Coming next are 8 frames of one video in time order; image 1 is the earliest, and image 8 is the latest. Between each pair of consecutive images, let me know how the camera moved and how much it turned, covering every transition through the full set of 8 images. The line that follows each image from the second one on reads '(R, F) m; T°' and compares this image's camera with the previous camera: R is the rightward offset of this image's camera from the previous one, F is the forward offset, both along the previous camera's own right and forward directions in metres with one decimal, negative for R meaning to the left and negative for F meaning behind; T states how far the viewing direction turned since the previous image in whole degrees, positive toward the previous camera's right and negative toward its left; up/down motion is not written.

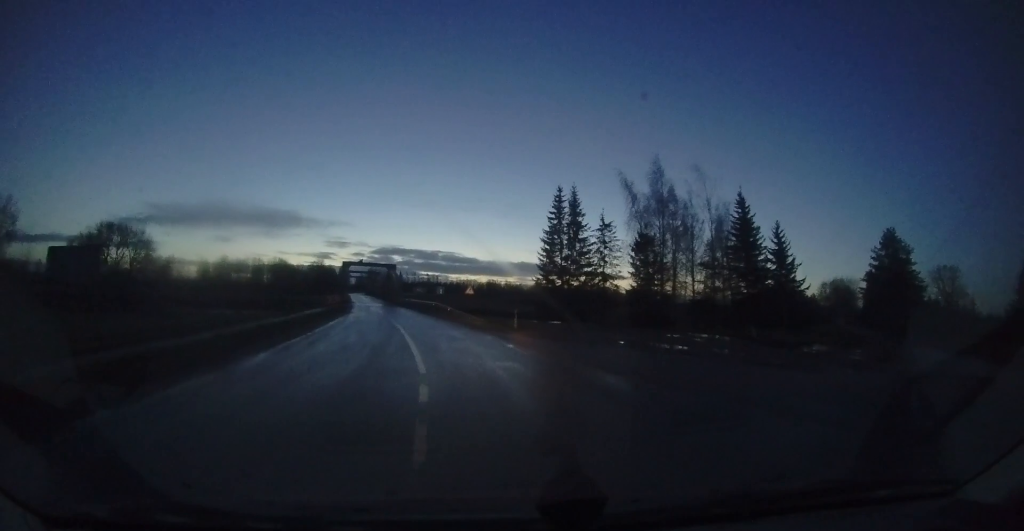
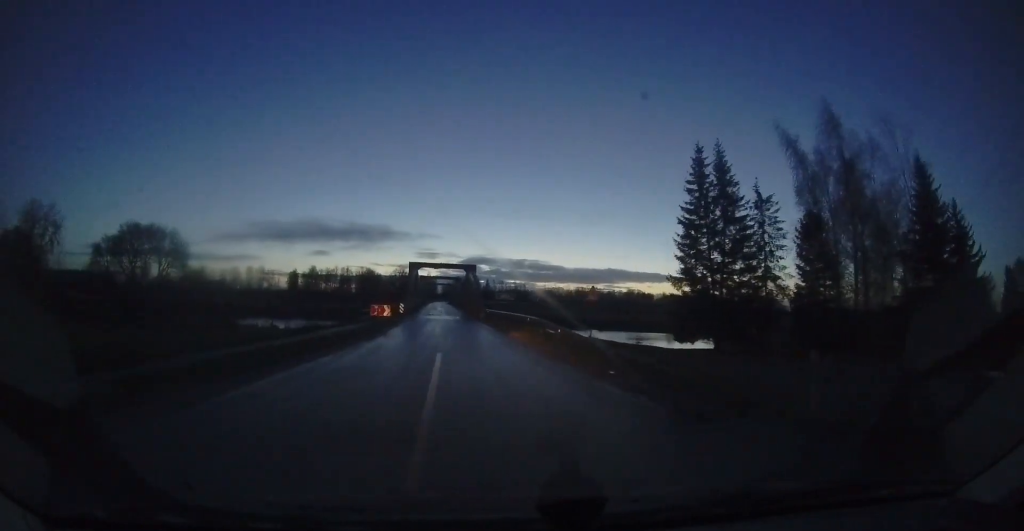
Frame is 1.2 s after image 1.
(-2.5, +11.4) m; -20°
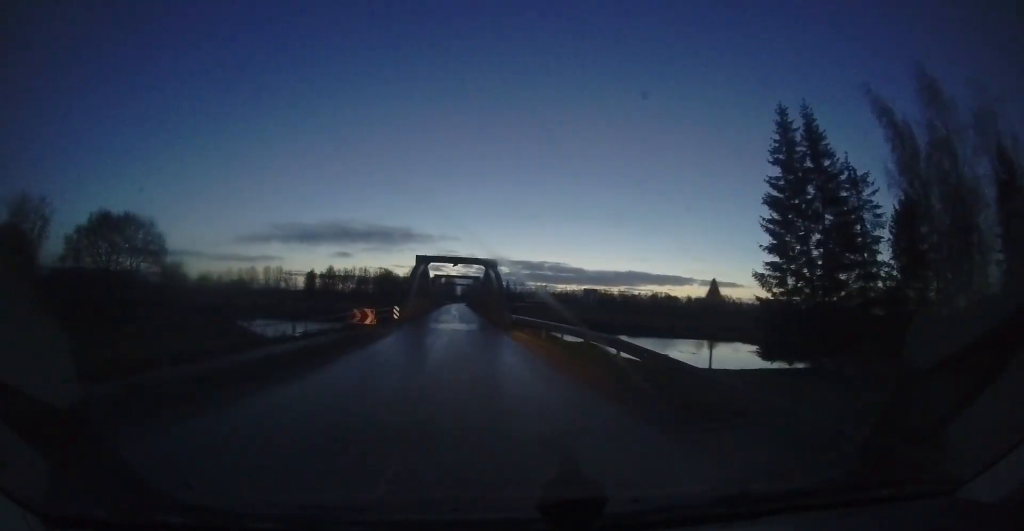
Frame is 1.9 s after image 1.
(-0.5, +7.2) m; -6°
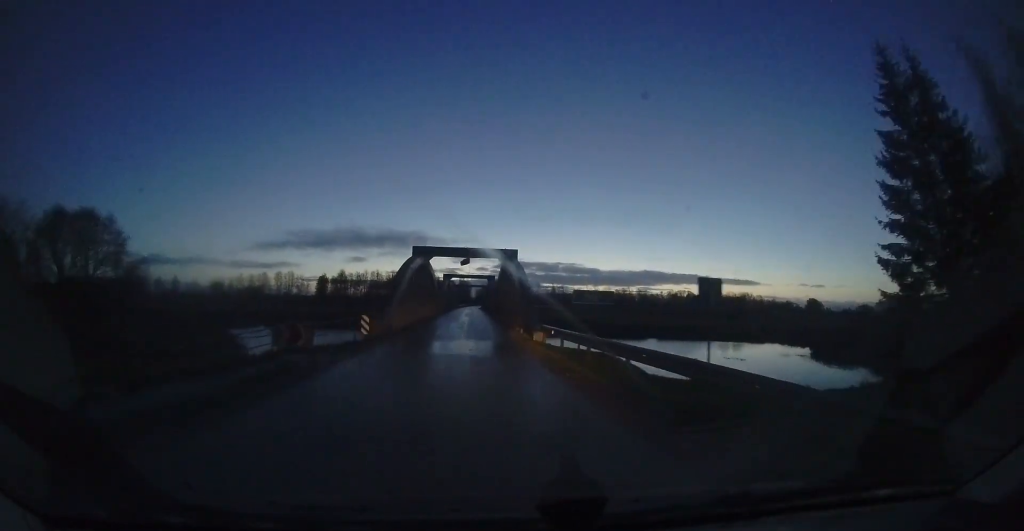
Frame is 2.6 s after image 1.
(+0.1, +7.2) m; -4°
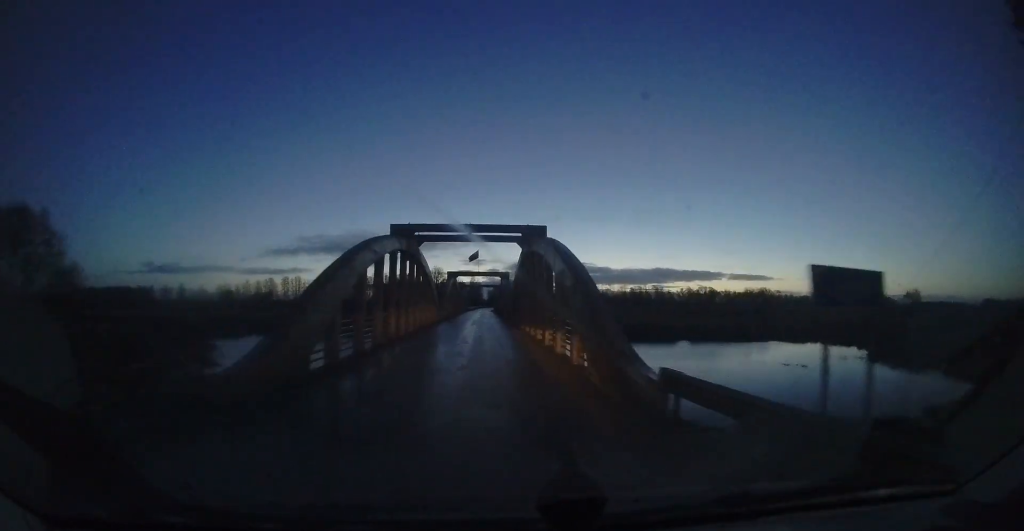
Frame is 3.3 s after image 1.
(-0.7, +8.6) m; -1°
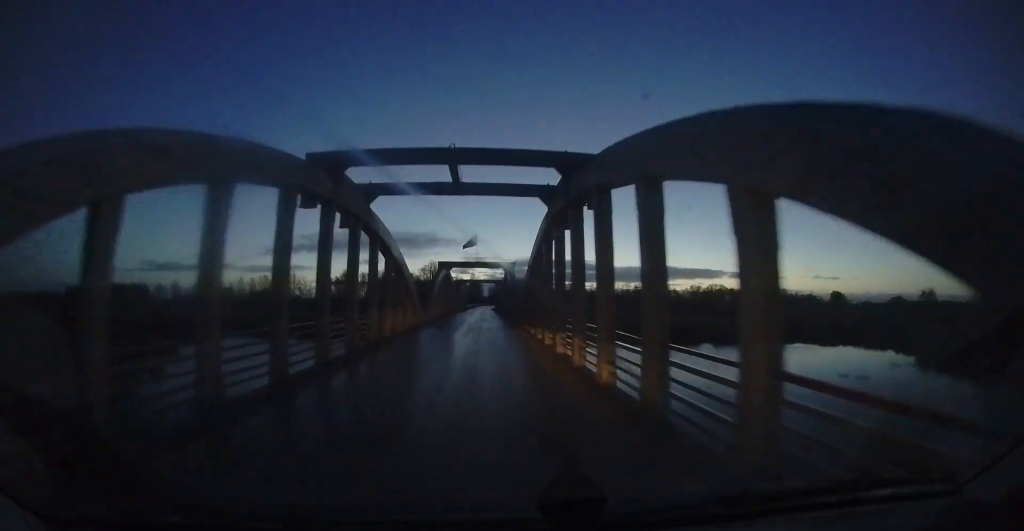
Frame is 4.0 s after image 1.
(+0.1, +8.7) m; +1°
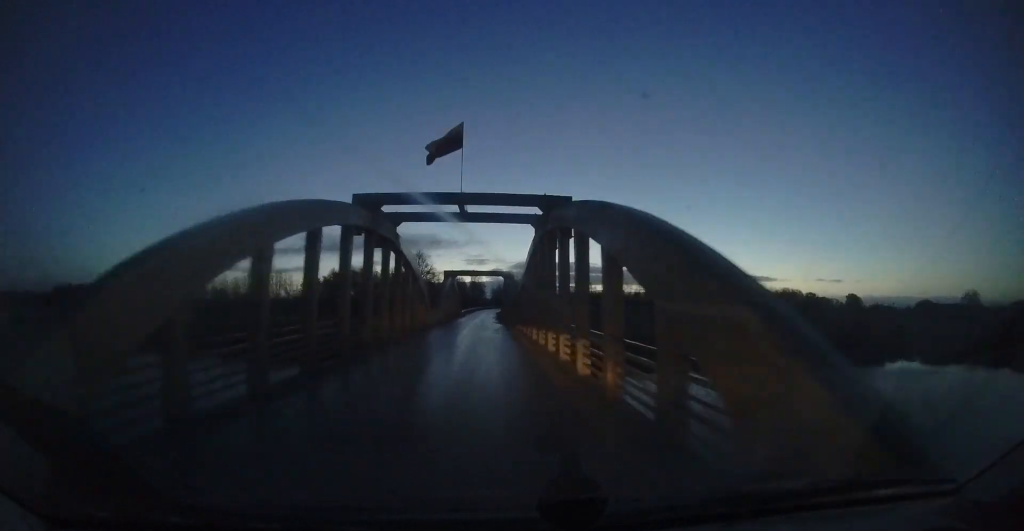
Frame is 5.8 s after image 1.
(+0.7, +23.2) m; +3°
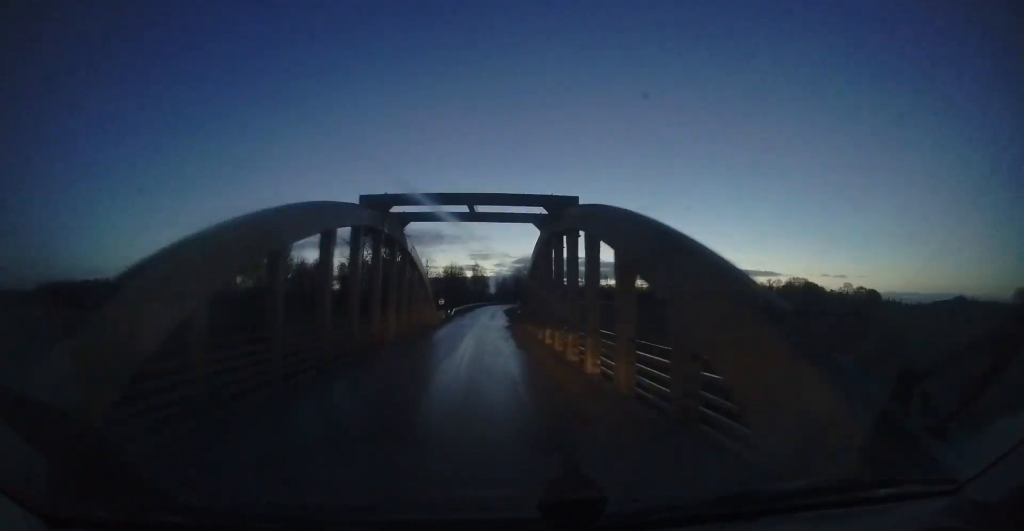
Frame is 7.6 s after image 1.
(-0.1, +26.1) m; -2°
